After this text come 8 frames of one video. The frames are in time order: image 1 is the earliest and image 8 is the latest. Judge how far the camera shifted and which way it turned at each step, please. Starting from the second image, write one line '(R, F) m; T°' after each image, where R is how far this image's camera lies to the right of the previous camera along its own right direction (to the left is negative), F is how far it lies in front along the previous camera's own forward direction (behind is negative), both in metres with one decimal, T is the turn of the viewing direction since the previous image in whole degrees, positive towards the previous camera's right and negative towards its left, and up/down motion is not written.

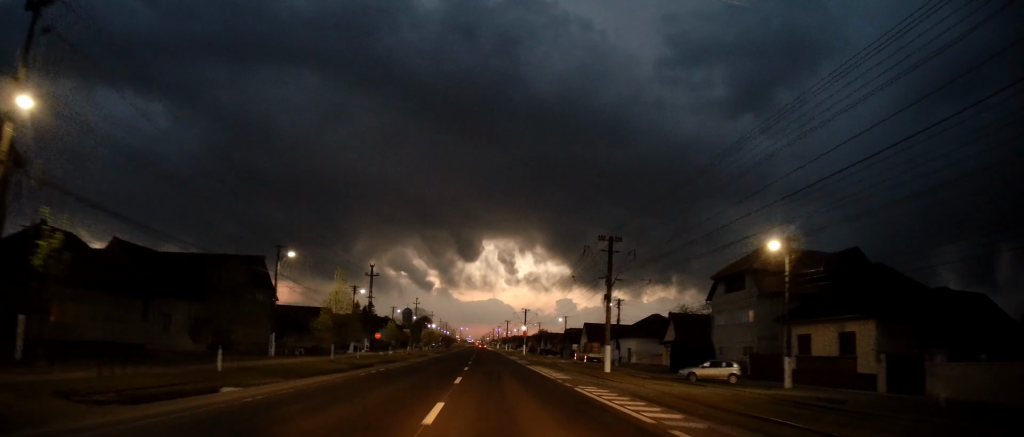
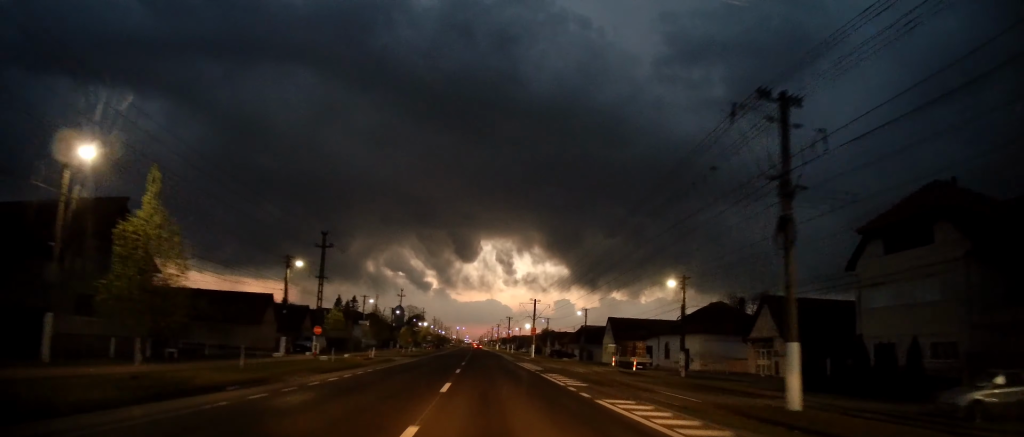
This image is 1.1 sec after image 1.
(-0.1, +21.6) m; 0°
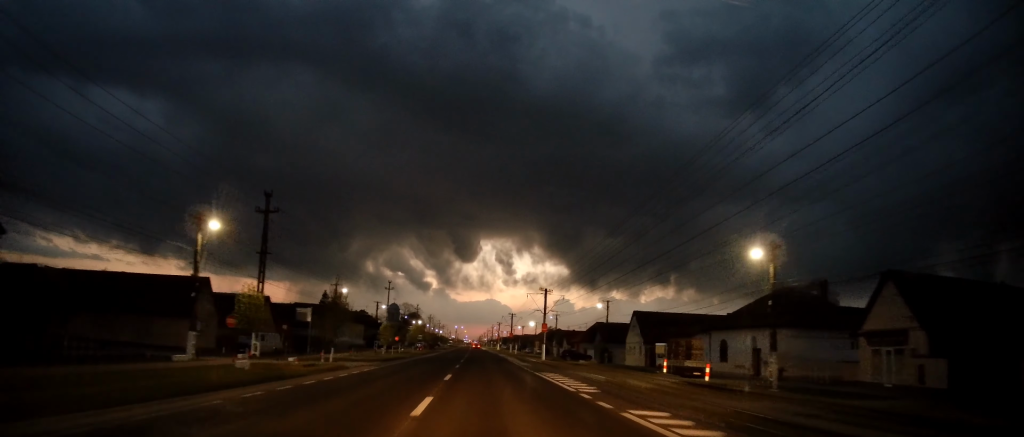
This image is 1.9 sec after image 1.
(0.0, +14.0) m; 0°
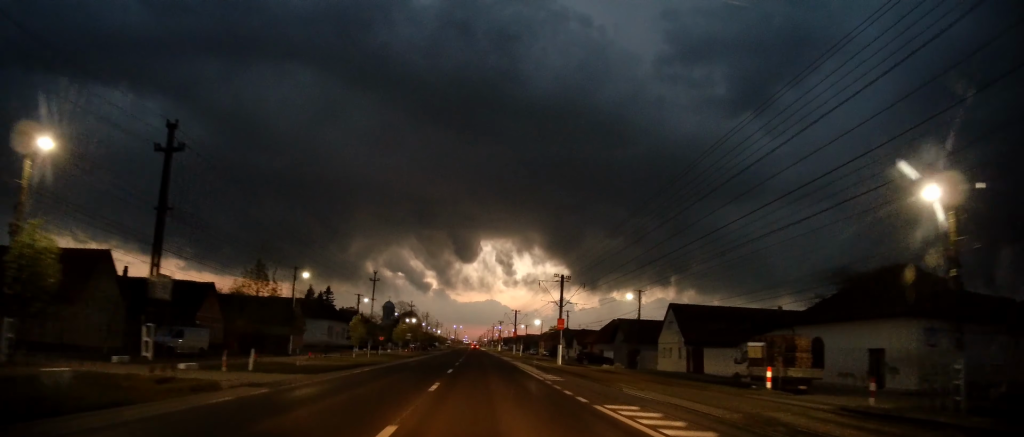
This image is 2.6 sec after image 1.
(+0.1, +13.4) m; 0°
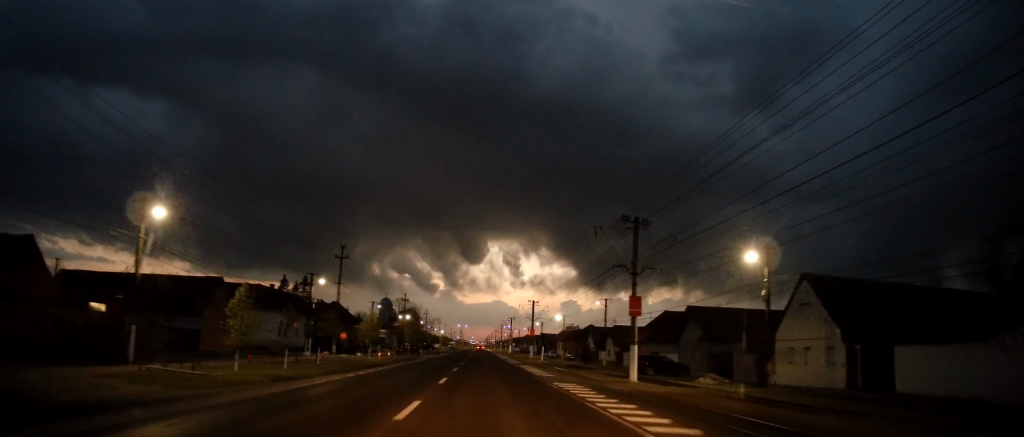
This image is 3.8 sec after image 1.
(-0.1, +23.6) m; +1°
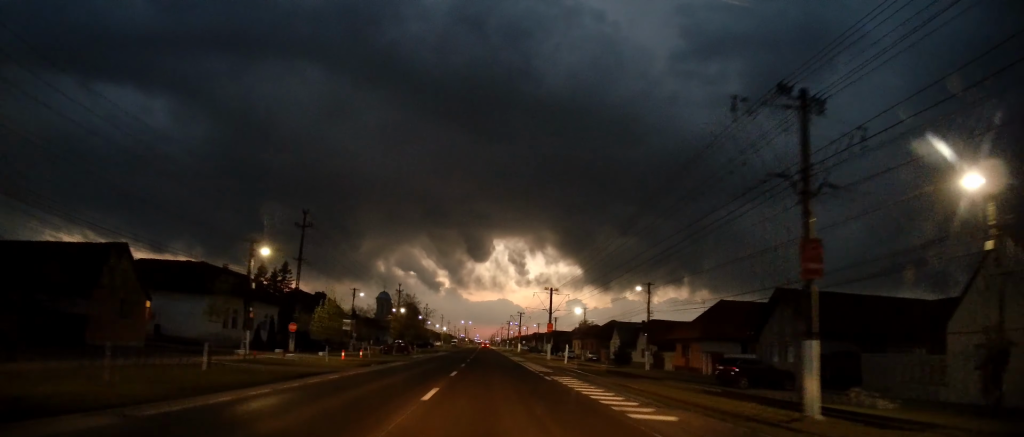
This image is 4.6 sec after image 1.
(+0.5, +15.3) m; -1°
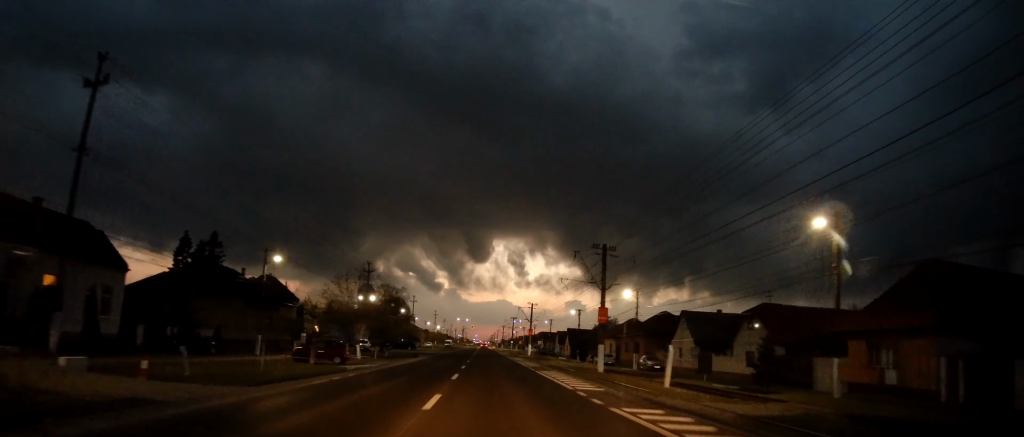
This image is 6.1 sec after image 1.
(-1.1, +28.2) m; -2°
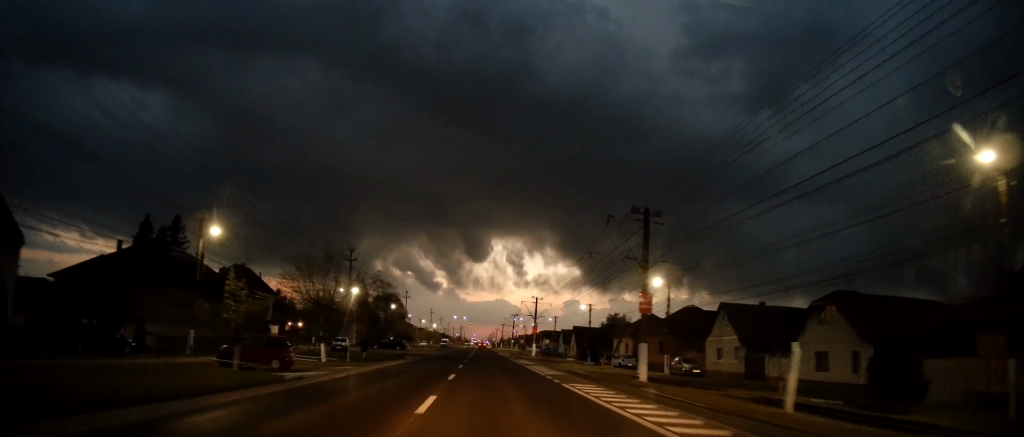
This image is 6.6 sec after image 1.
(+0.2, +9.7) m; +2°
